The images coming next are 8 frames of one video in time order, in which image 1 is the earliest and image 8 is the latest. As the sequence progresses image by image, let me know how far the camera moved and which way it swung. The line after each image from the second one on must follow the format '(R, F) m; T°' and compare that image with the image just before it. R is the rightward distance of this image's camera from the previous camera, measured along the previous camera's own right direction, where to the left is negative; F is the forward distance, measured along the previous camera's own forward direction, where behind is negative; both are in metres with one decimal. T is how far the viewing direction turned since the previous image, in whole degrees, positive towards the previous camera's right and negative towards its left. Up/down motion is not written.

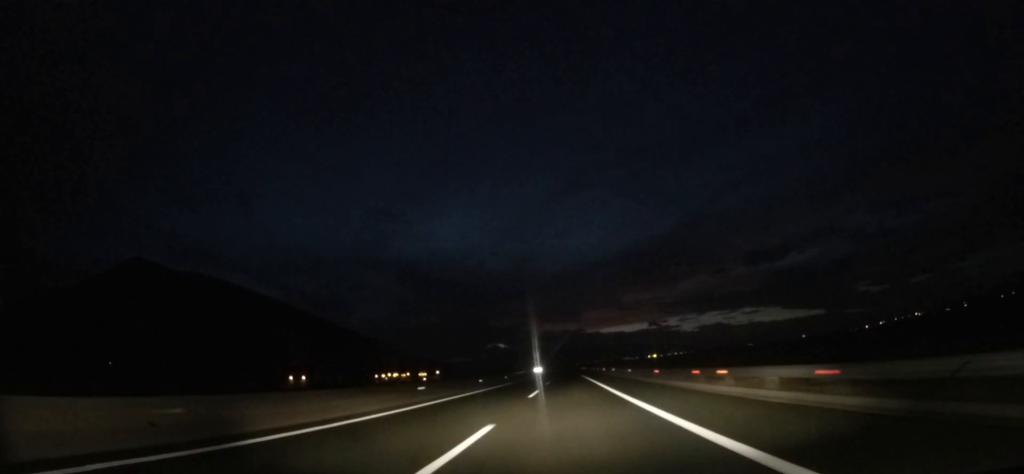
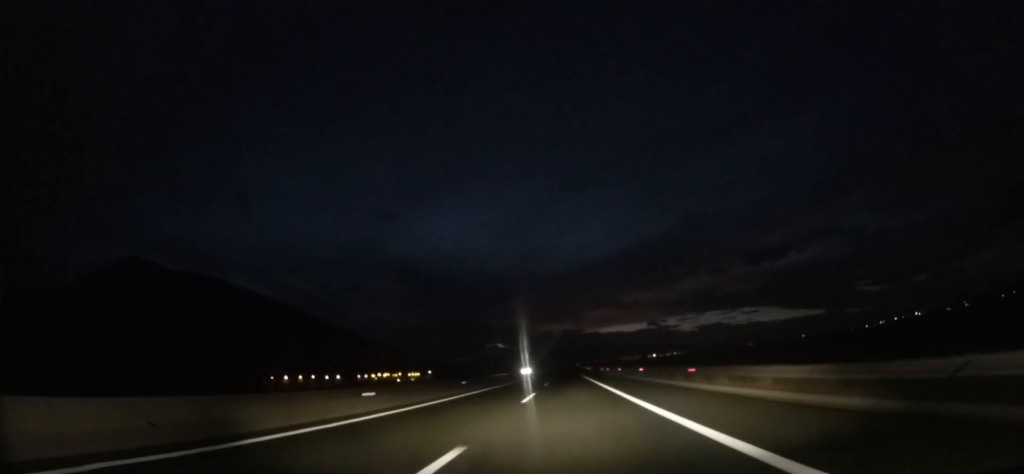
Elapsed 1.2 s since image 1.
(0.0, +29.0) m; 0°
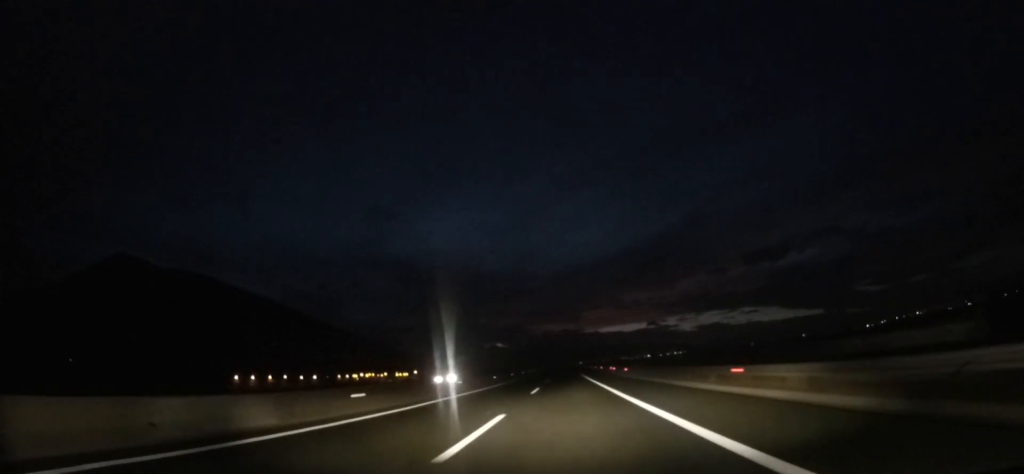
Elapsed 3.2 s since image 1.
(+0.1, +54.4) m; 0°
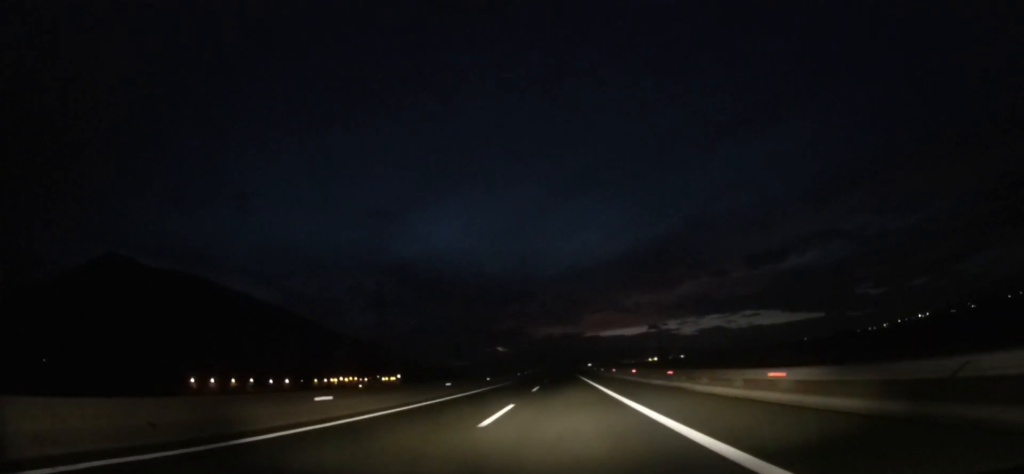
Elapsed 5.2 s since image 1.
(-0.6, +59.4) m; -1°
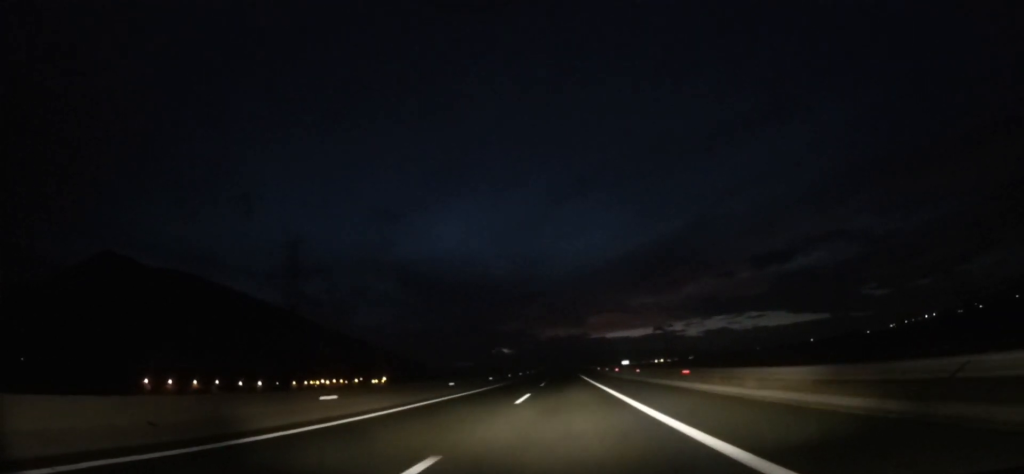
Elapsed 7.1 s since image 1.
(-0.3, +59.7) m; 0°
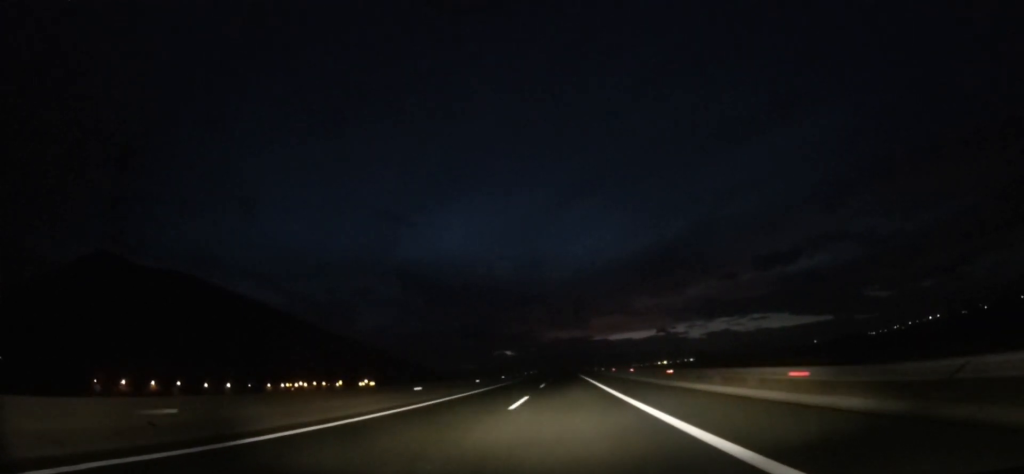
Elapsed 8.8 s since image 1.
(0.0, +53.3) m; 0°
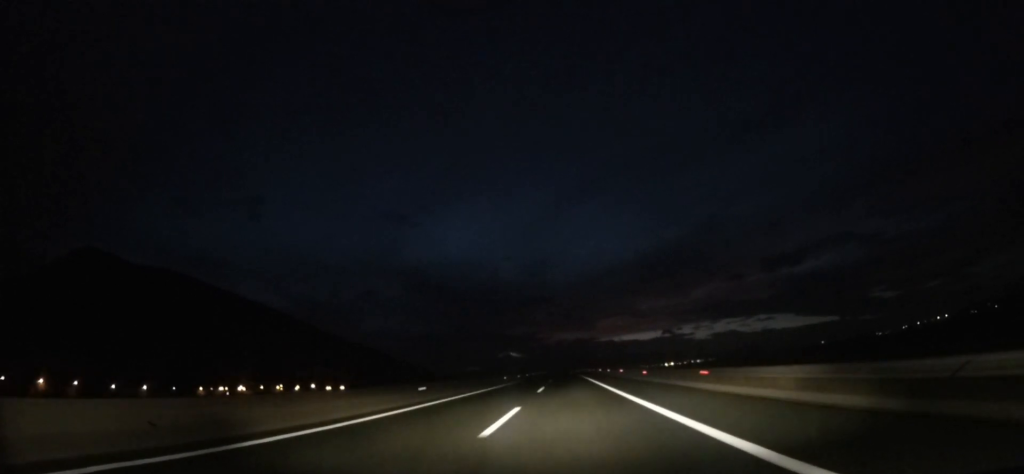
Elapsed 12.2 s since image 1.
(0.0, +110.3) m; 0°
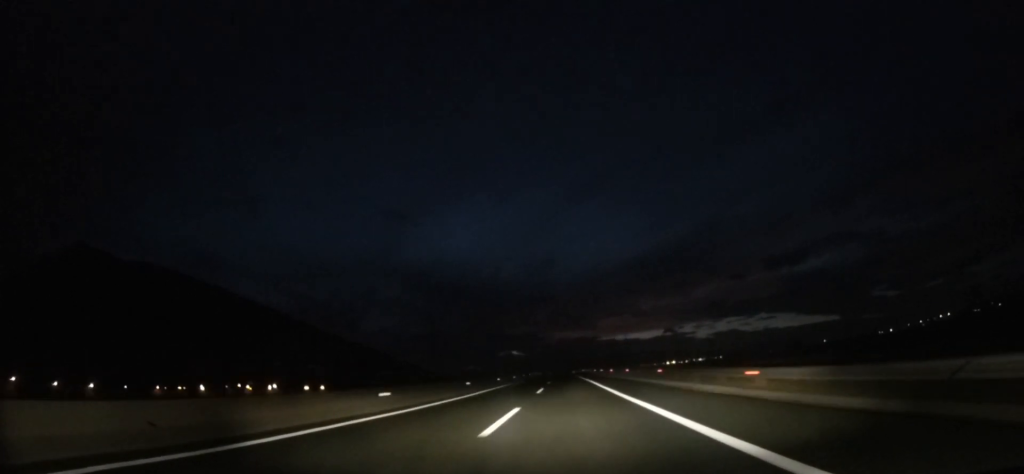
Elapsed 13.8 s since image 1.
(+0.1, +51.3) m; 0°
